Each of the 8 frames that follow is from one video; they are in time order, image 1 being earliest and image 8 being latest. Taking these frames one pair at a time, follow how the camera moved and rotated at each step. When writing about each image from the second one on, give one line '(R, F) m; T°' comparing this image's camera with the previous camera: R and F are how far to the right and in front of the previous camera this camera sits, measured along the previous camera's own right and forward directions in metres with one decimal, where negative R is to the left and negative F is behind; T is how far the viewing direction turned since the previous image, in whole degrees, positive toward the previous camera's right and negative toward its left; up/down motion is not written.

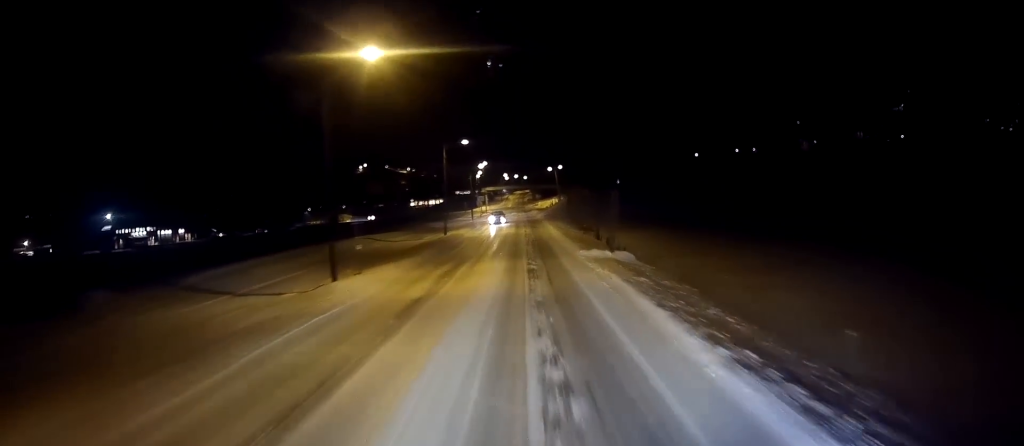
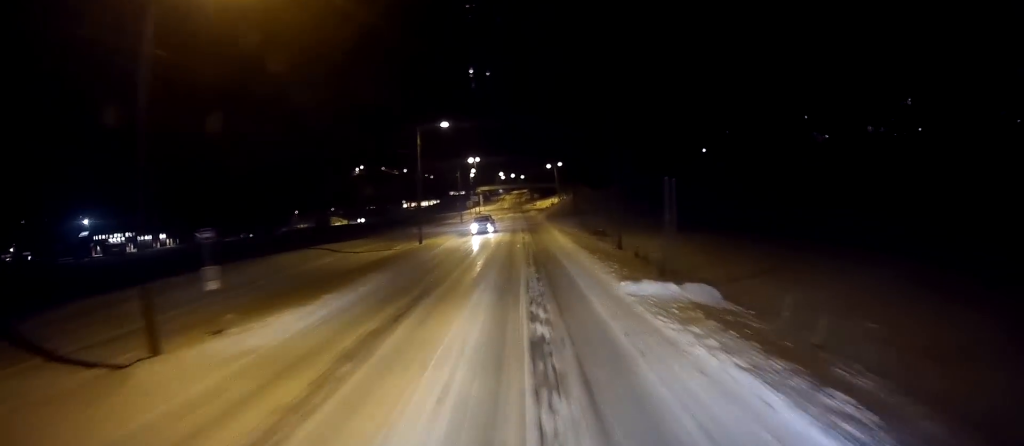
(0.0, +11.3) m; 0°
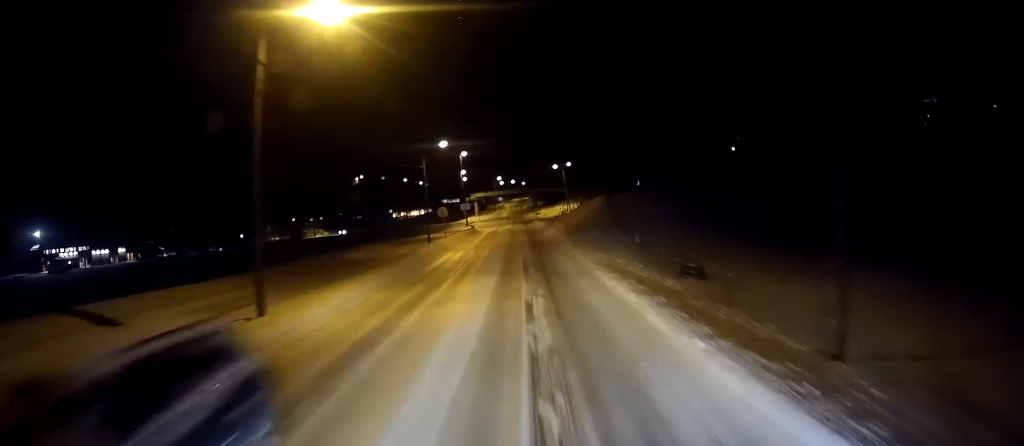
(+0.1, +25.2) m; 0°
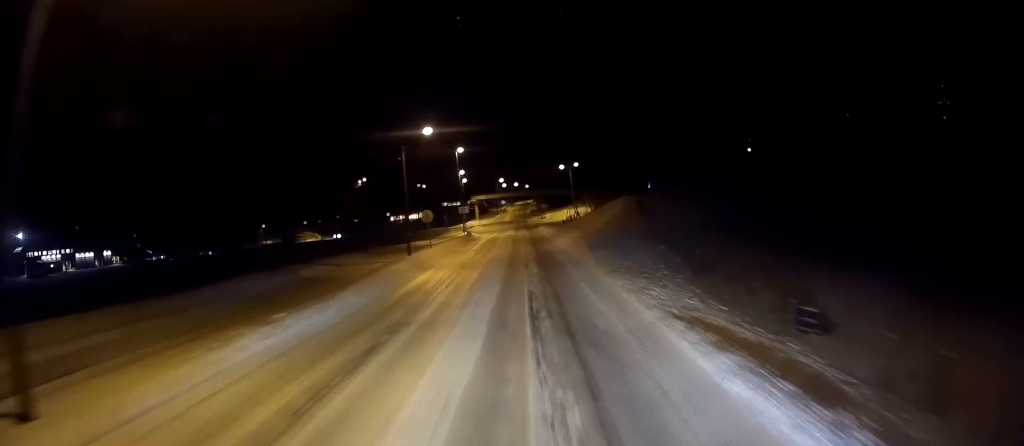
(0.0, +8.8) m; 0°
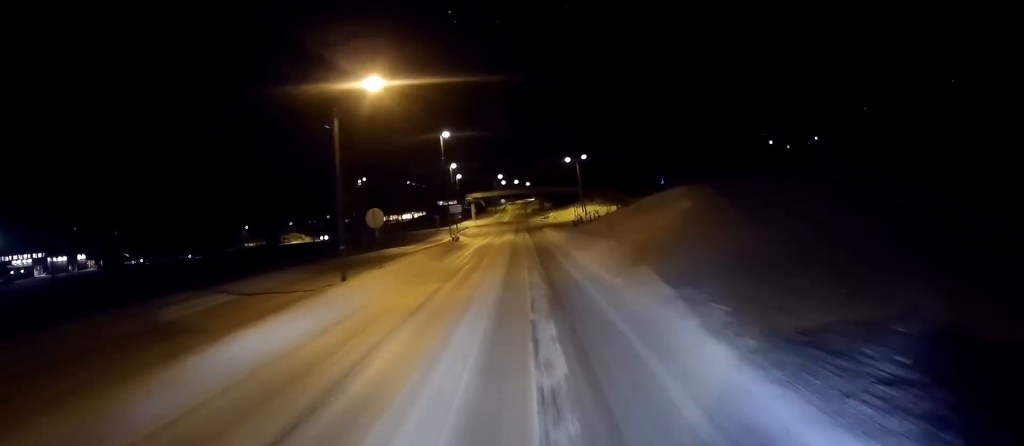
(-0.1, +13.7) m; 0°
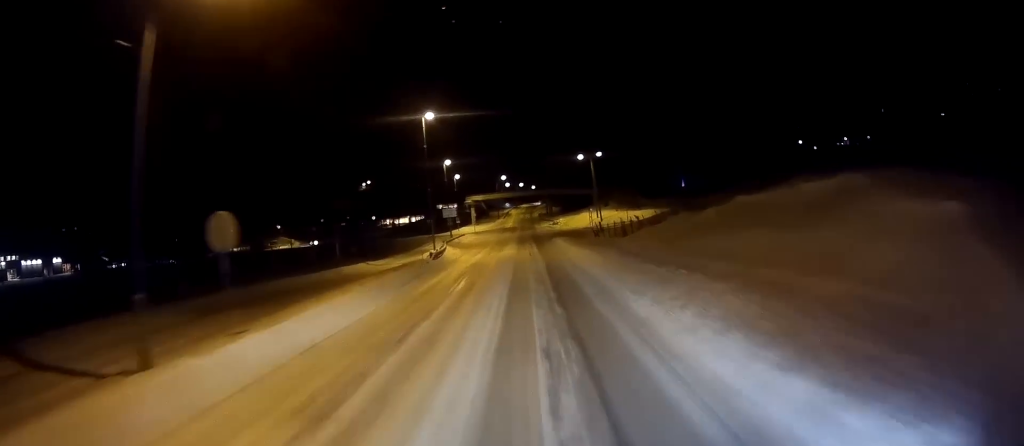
(0.0, +13.0) m; 0°
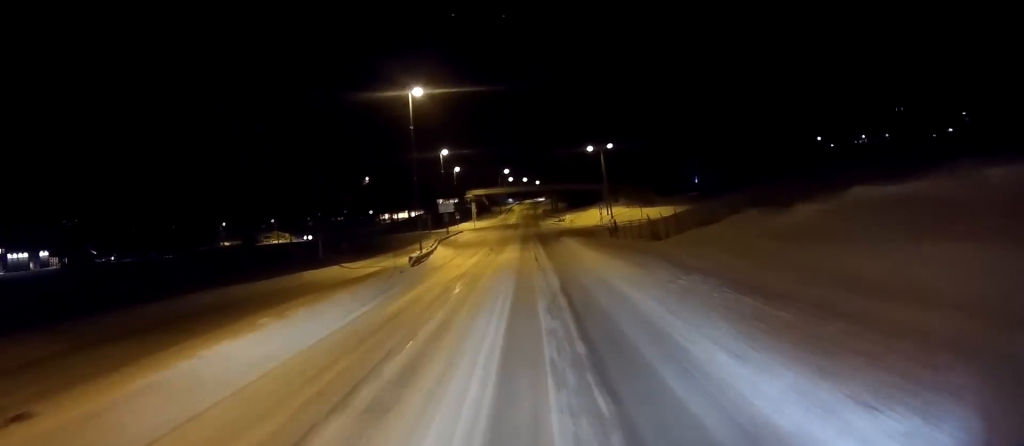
(0.0, +6.8) m; 0°
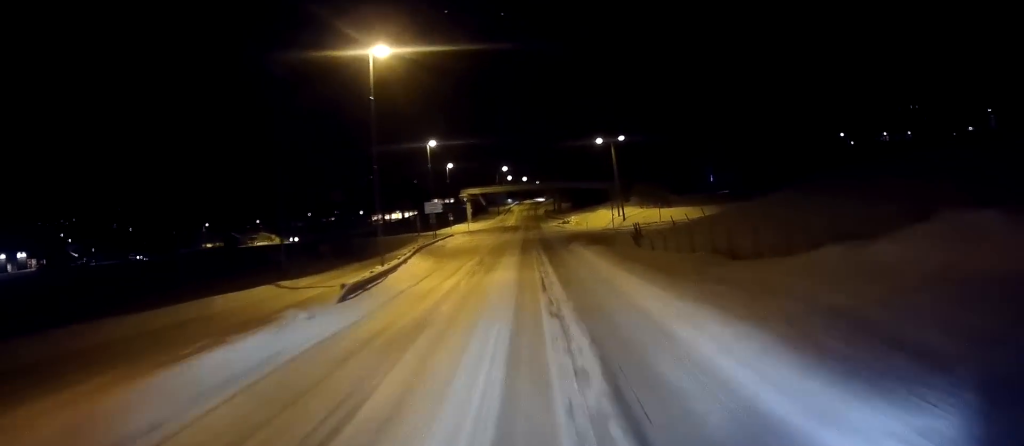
(0.0, +9.8) m; 0°
